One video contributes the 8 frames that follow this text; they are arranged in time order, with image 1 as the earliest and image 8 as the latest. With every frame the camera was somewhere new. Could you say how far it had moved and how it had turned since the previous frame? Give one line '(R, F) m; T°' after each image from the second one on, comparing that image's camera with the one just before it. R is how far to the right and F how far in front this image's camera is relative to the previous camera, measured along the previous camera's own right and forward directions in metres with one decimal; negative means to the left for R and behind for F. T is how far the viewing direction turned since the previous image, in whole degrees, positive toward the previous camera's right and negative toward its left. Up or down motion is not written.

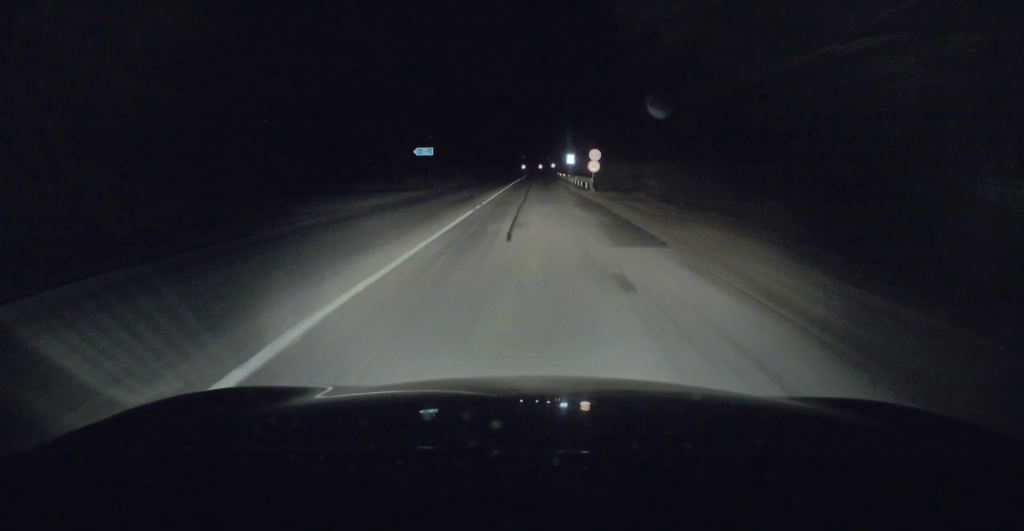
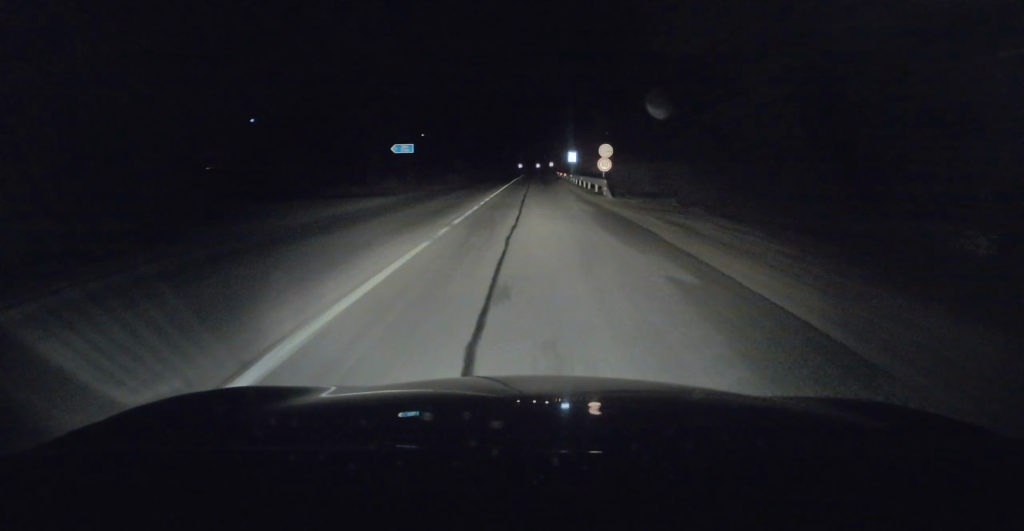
(-0.1, +7.5) m; 0°
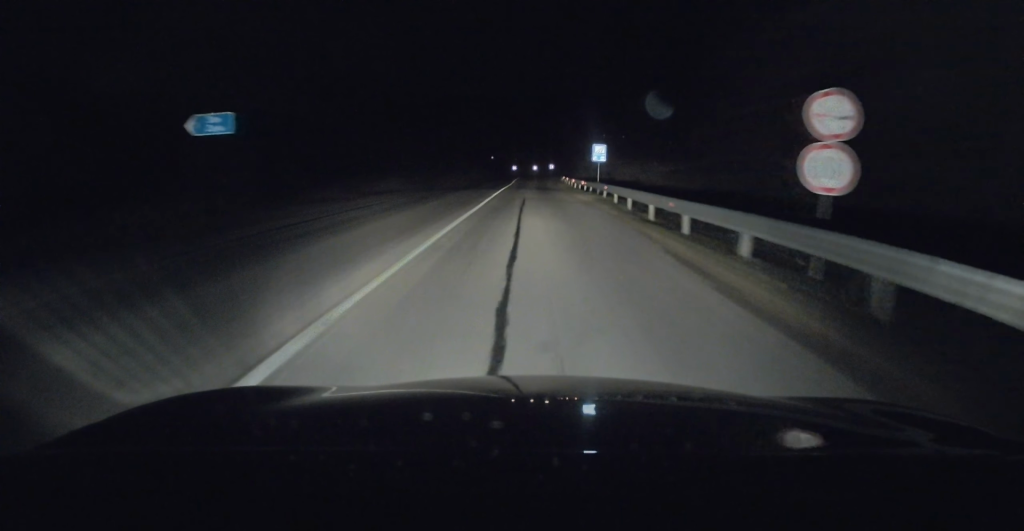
(+0.2, +26.8) m; +1°
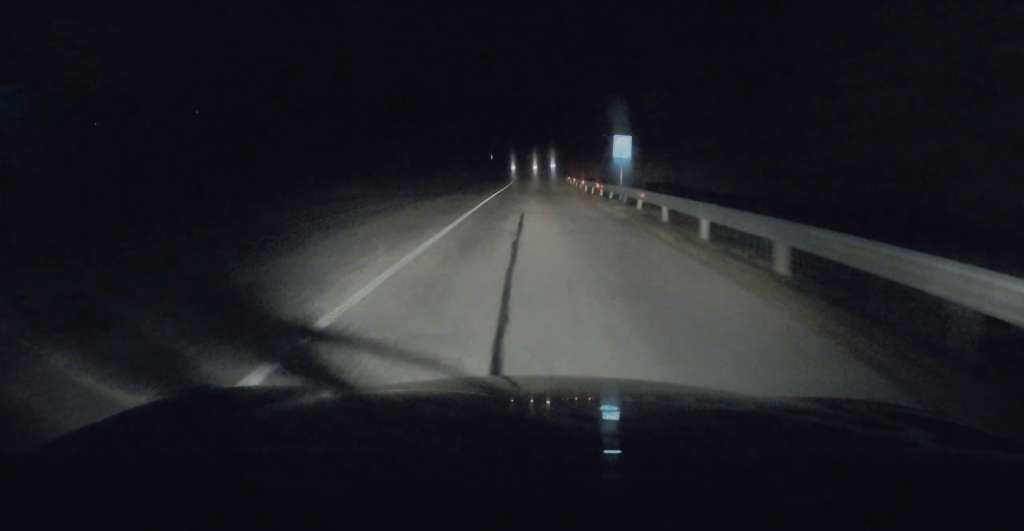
(0.0, +9.3) m; +1°
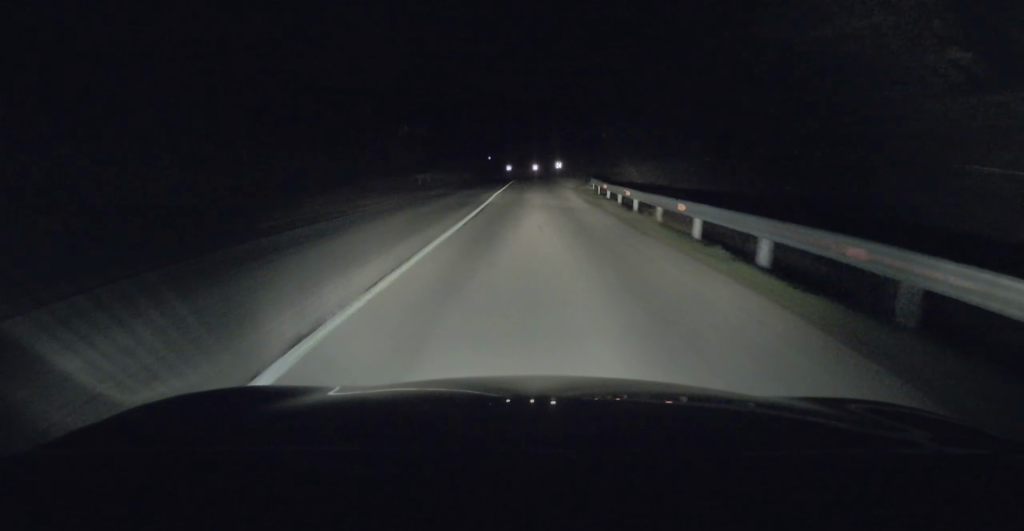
(0.0, +27.2) m; -1°
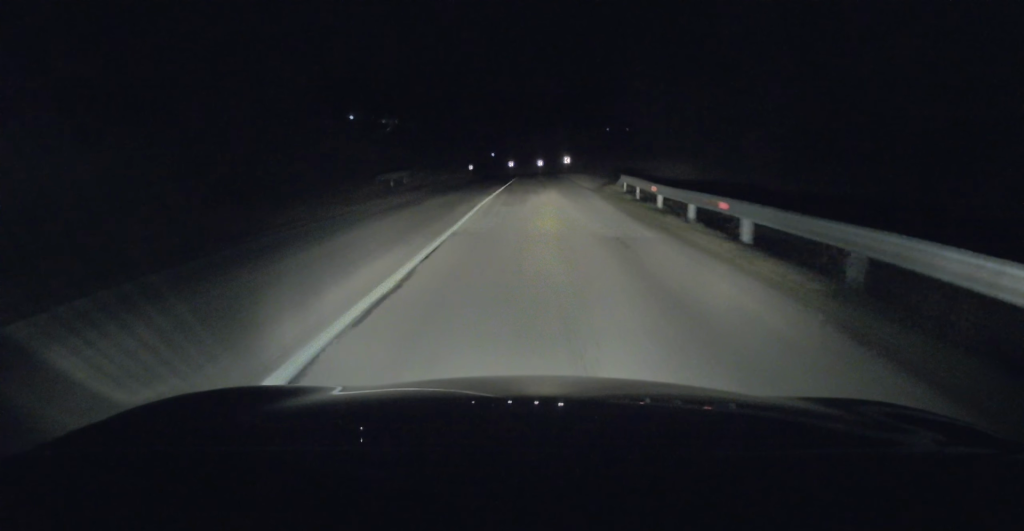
(-0.3, +11.0) m; 0°
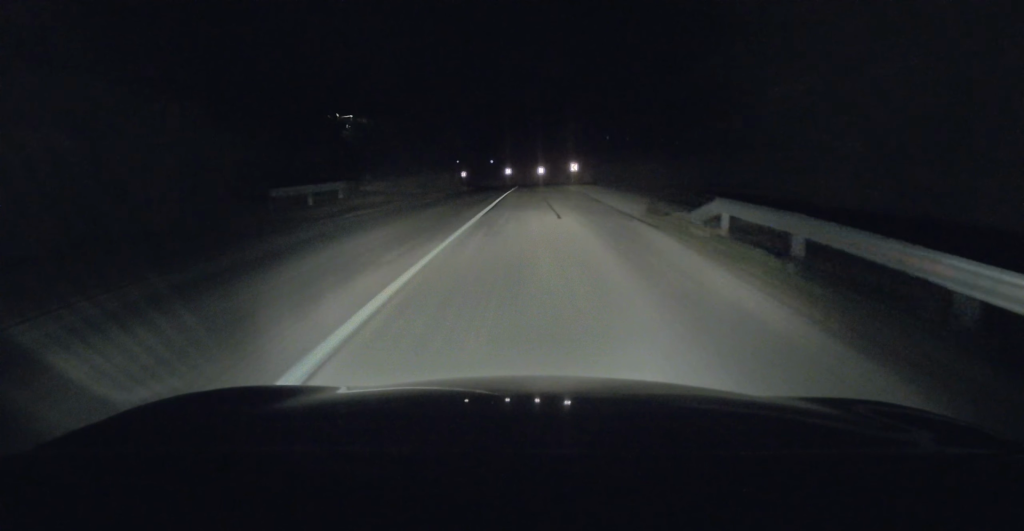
(+0.3, +13.9) m; 0°
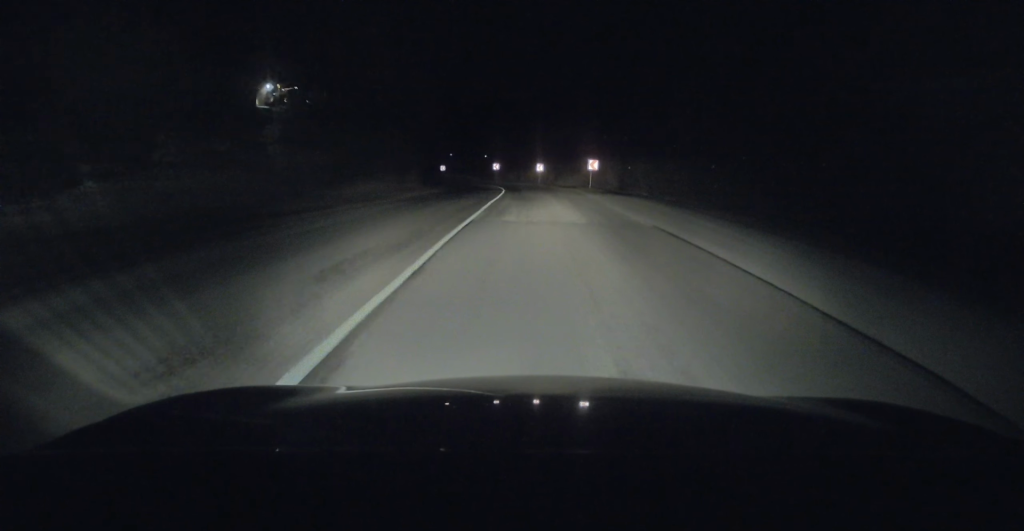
(-0.2, +23.7) m; 0°
